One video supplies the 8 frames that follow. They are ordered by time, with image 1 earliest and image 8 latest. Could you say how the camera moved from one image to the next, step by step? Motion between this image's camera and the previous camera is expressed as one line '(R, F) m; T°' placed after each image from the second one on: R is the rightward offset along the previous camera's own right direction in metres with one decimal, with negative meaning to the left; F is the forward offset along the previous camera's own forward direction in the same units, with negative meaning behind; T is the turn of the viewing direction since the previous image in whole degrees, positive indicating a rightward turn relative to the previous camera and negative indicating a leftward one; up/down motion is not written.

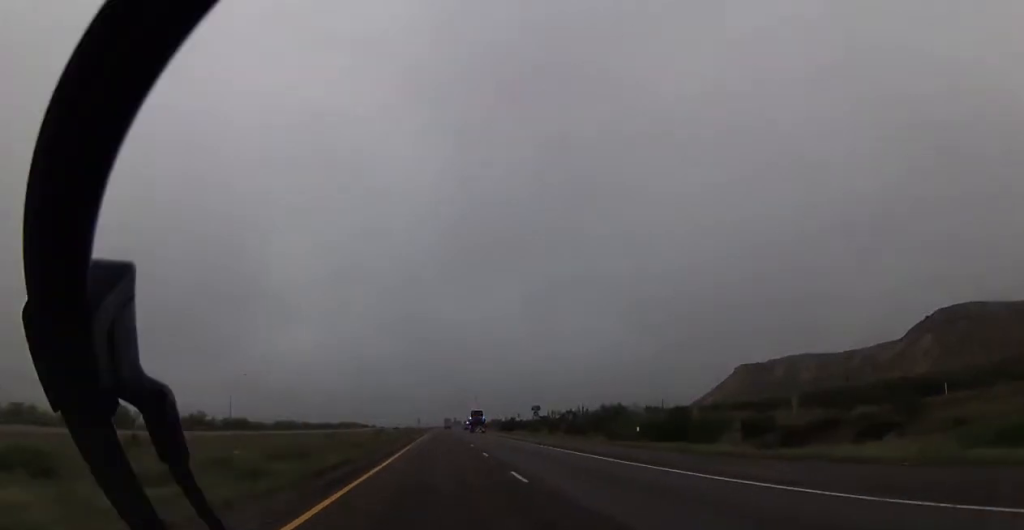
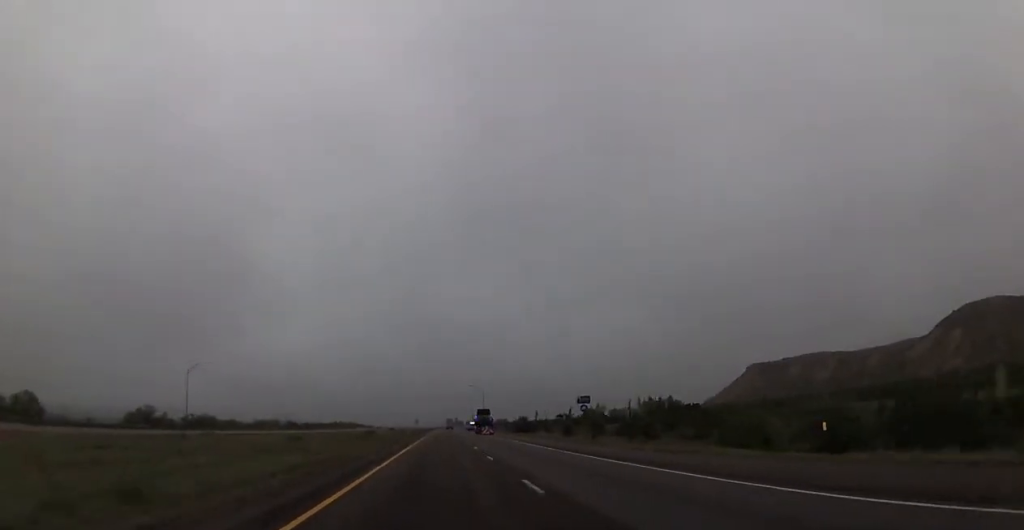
(0.0, +26.9) m; 0°
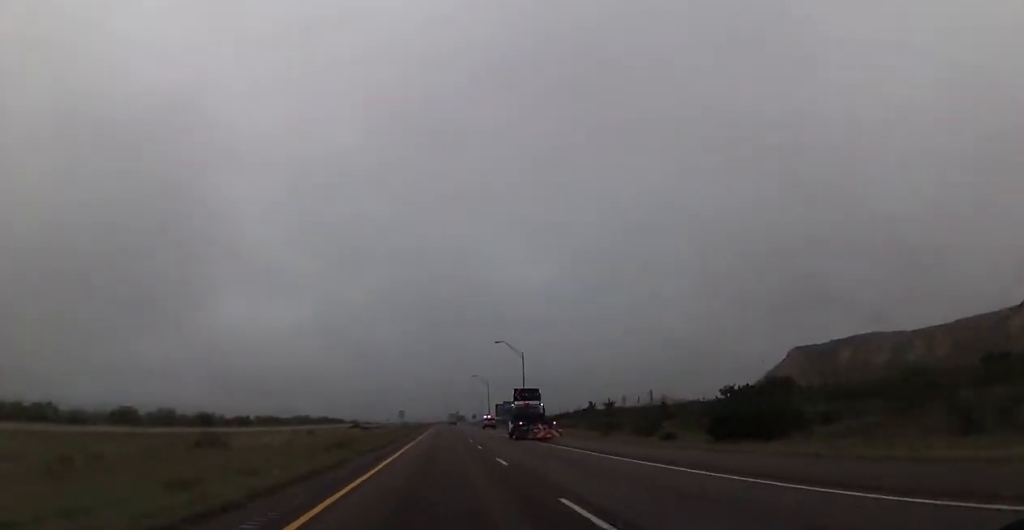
(0.0, +89.3) m; 0°
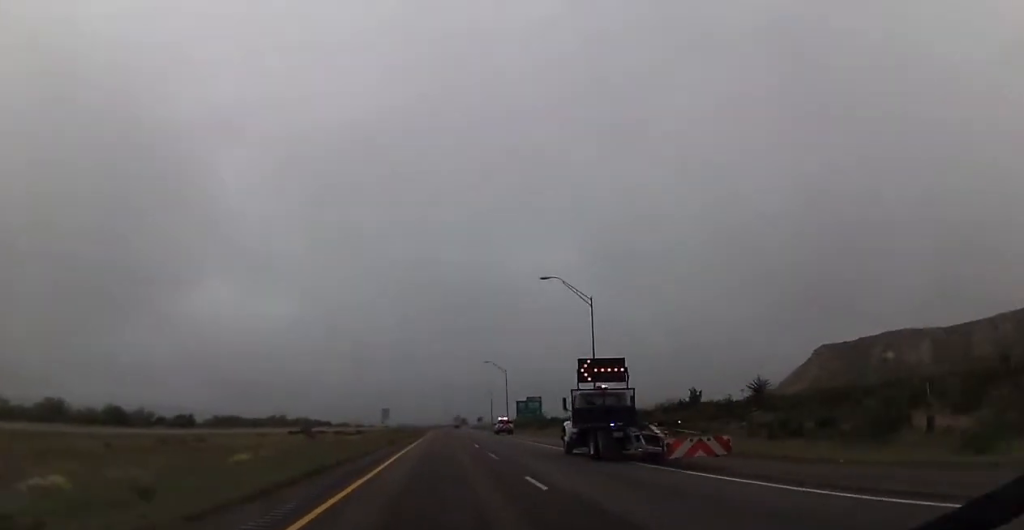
(0.0, +43.6) m; 0°
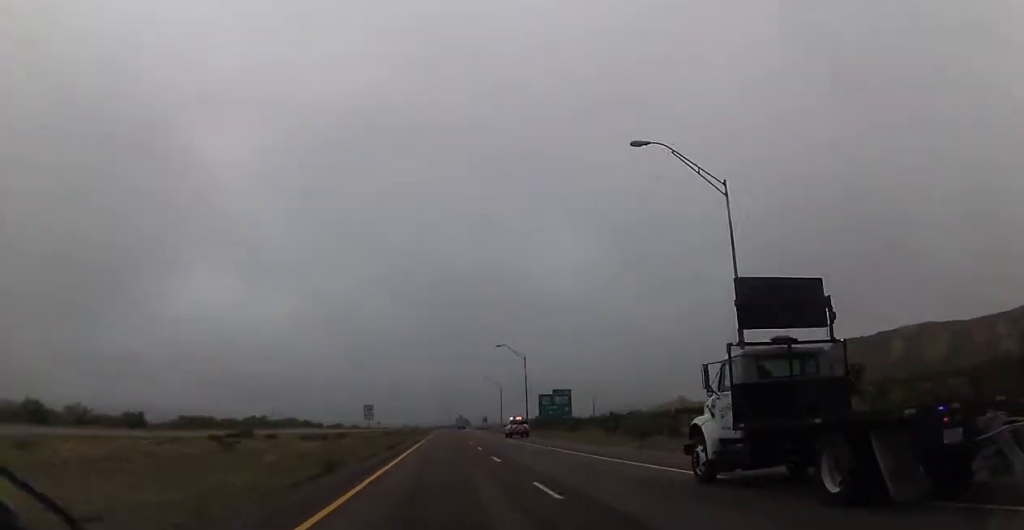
(-0.1, +25.6) m; 0°
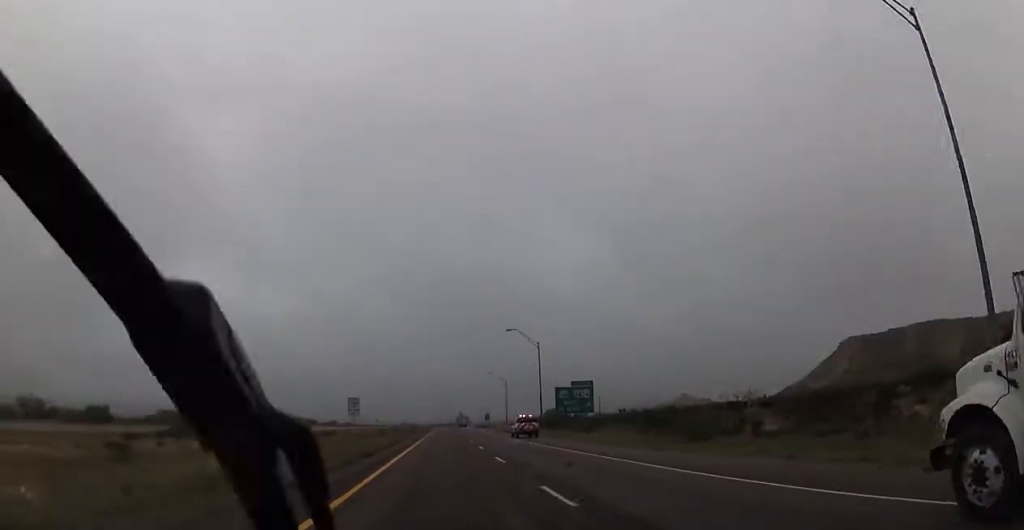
(0.0, +13.4) m; 0°
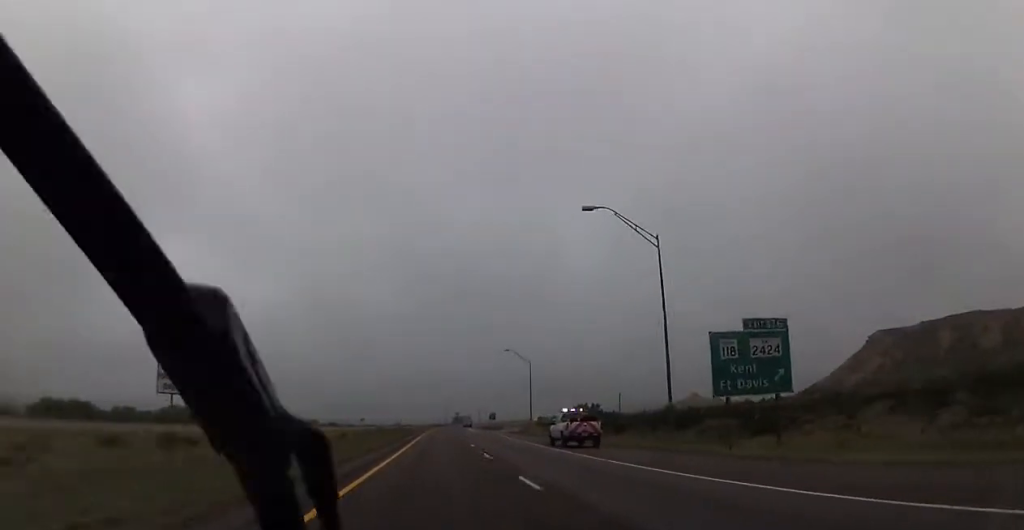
(0.0, +45.6) m; 0°
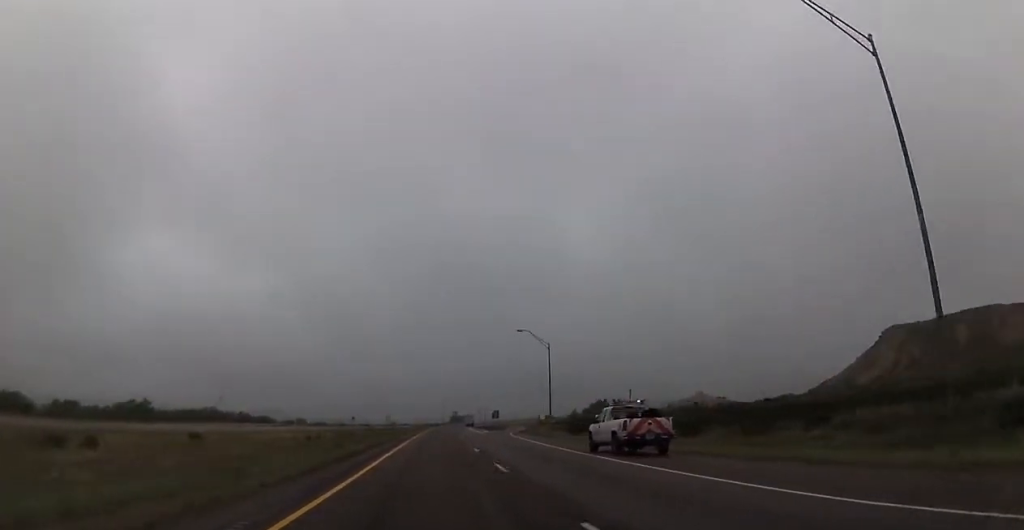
(0.0, +20.0) m; 0°
